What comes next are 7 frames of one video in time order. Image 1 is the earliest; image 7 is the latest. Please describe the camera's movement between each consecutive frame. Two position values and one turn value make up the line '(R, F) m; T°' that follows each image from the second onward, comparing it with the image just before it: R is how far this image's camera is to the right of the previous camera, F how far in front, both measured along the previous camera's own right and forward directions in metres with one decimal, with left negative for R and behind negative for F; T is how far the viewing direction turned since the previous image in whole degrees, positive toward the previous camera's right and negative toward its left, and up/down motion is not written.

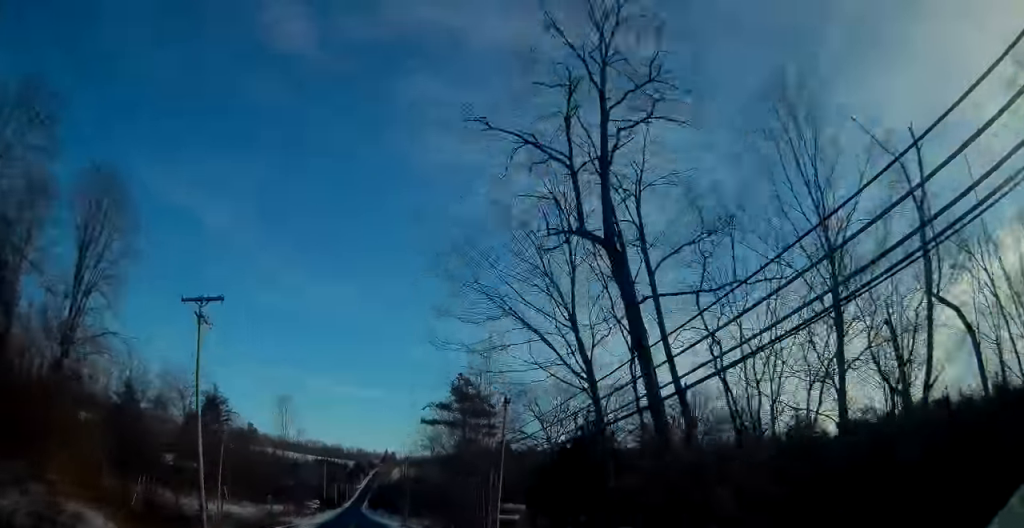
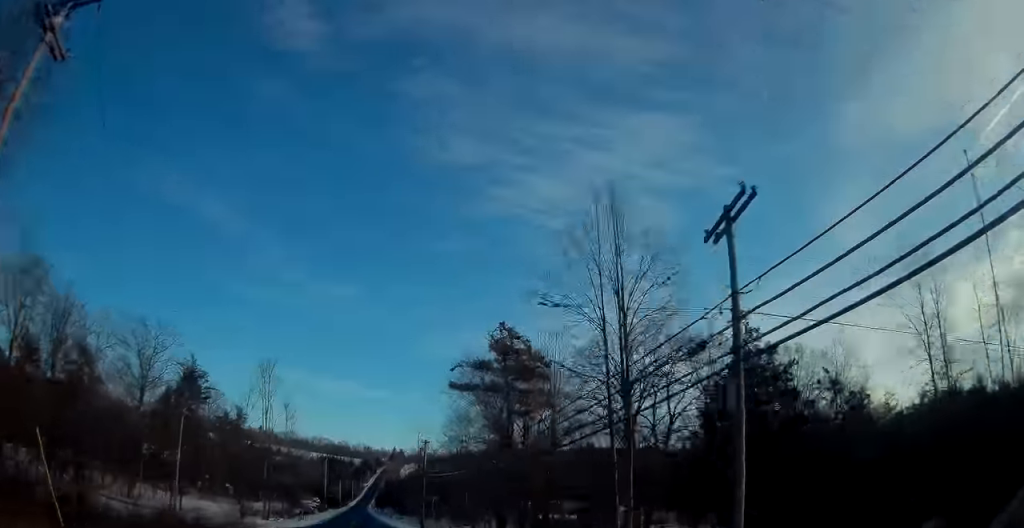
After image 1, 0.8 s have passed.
(-0.4, +19.4) m; -1°
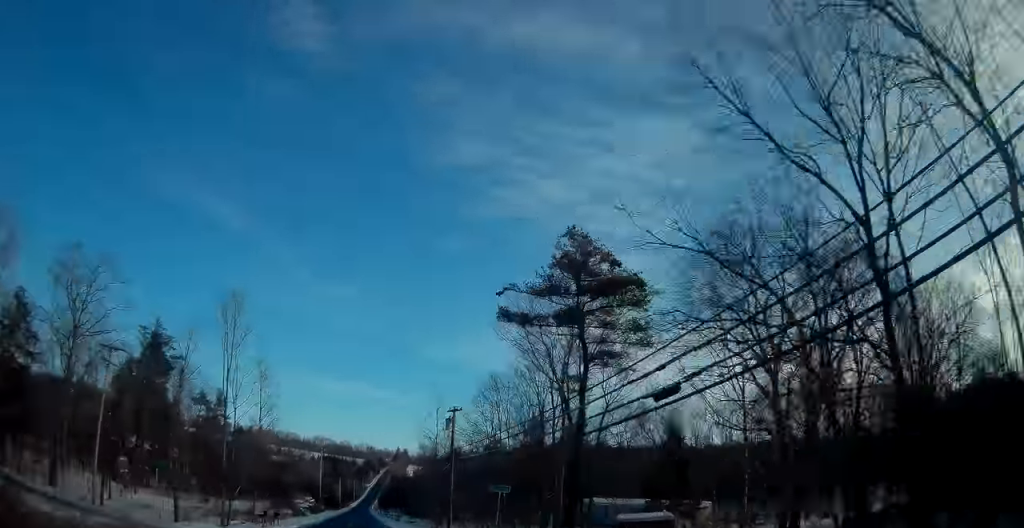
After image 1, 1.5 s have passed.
(+0.3, +18.6) m; -1°
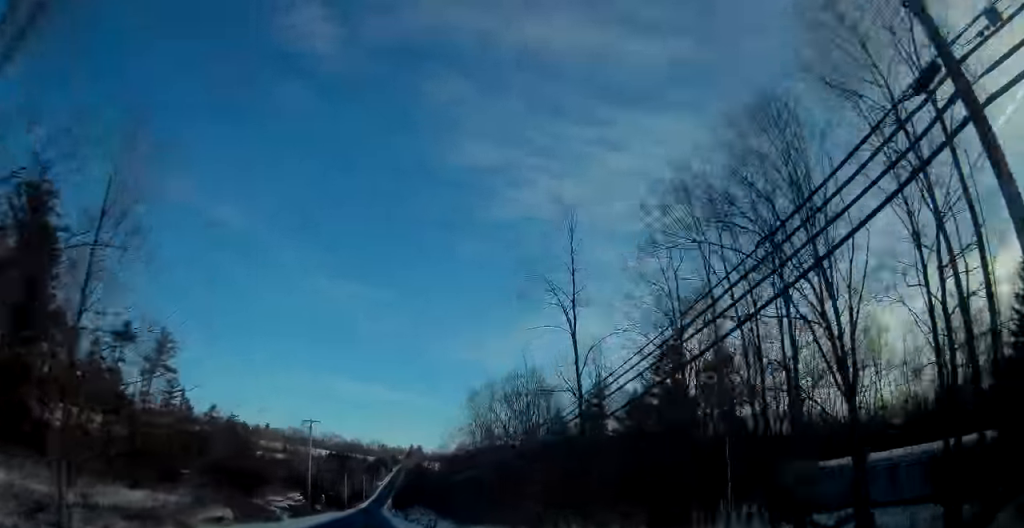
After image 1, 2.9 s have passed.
(-0.8, +36.3) m; -1°
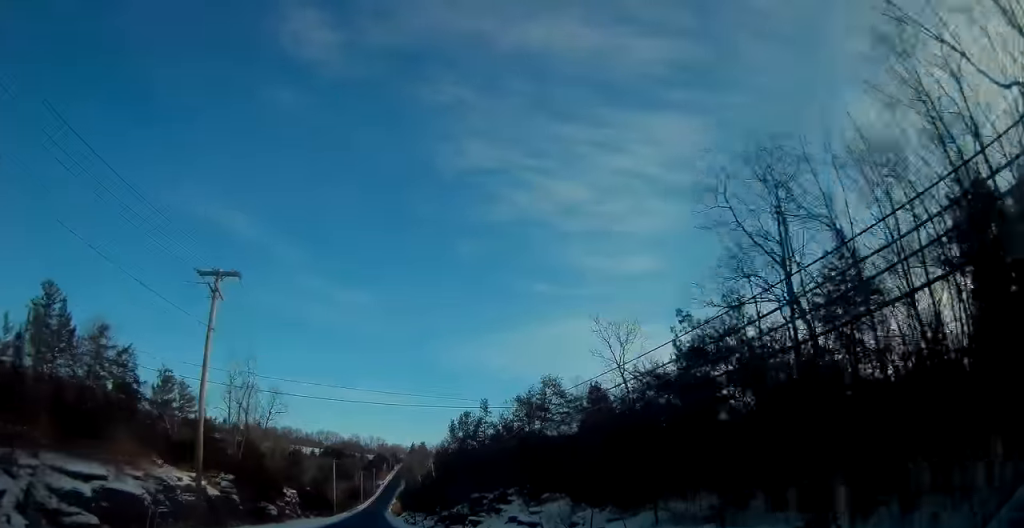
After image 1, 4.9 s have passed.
(+0.2, +49.5) m; 0°
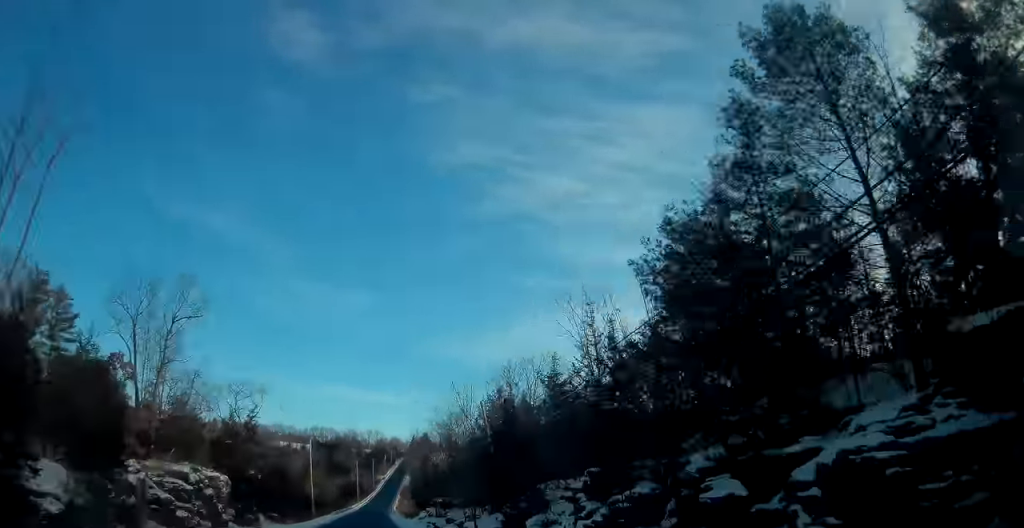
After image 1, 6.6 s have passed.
(-0.5, +41.6) m; 0°
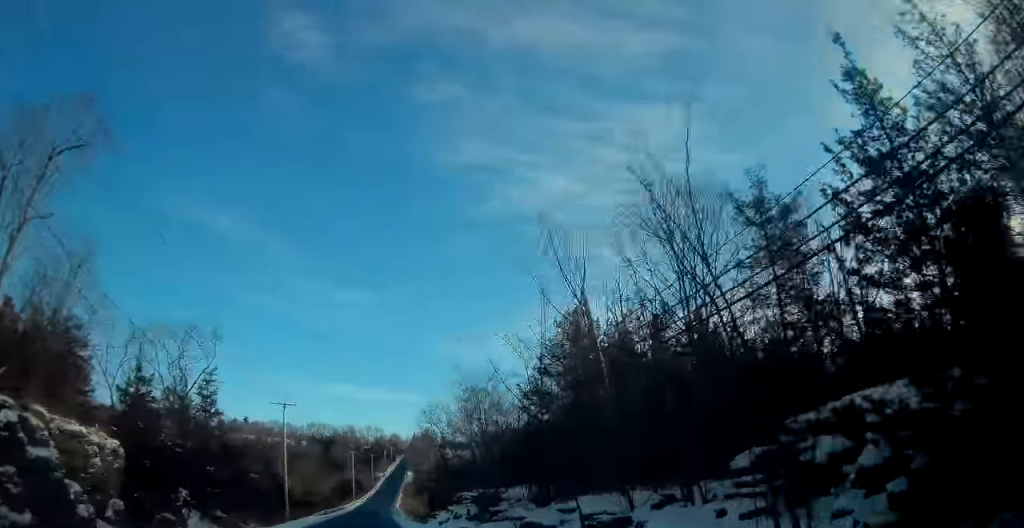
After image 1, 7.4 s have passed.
(+0.2, +21.5) m; +1°
